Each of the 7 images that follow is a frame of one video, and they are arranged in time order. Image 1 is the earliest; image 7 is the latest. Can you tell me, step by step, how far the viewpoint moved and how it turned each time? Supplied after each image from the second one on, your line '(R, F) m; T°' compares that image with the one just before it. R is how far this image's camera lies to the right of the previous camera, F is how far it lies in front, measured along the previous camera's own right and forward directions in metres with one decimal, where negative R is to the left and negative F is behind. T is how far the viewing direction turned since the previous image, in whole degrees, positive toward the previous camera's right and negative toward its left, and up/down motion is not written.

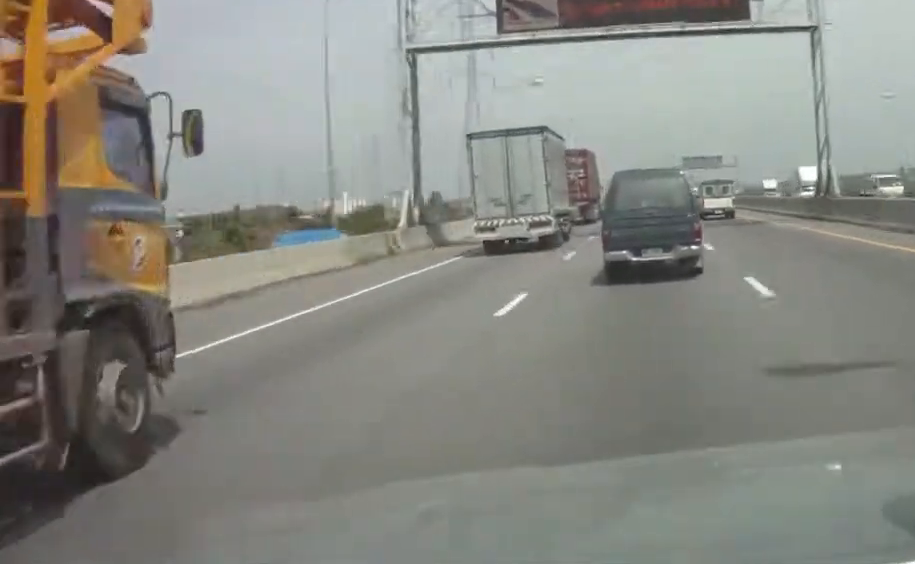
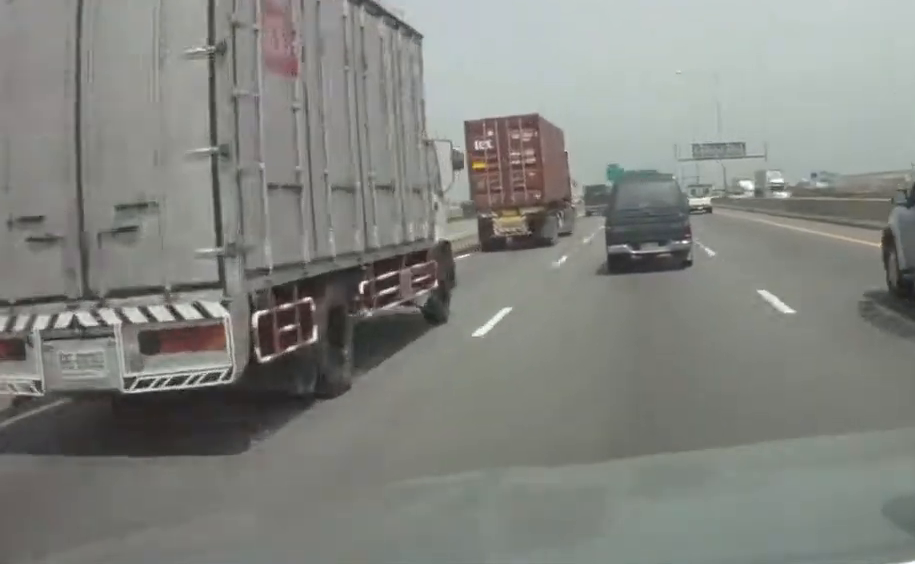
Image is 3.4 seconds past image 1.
(-0.5, +73.8) m; 0°
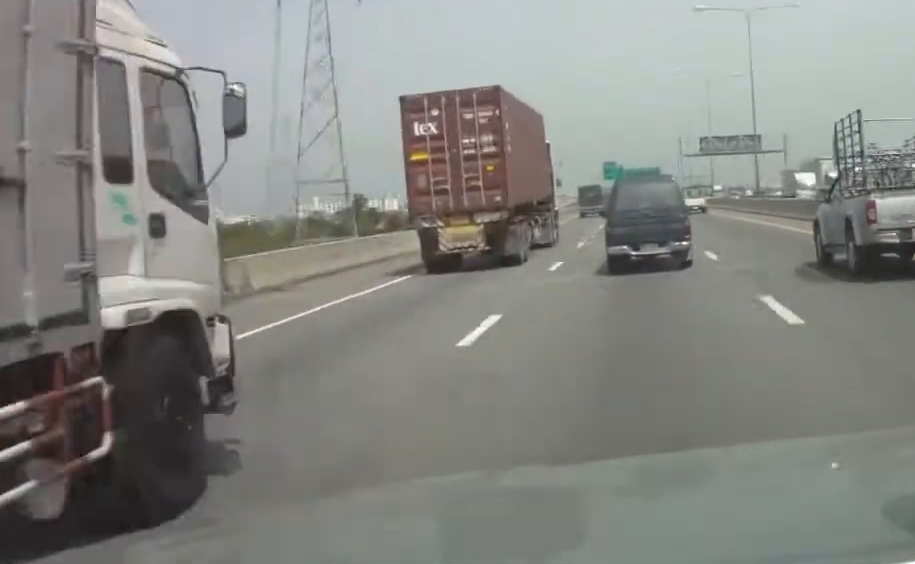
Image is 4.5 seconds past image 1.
(+0.1, +24.4) m; 0°
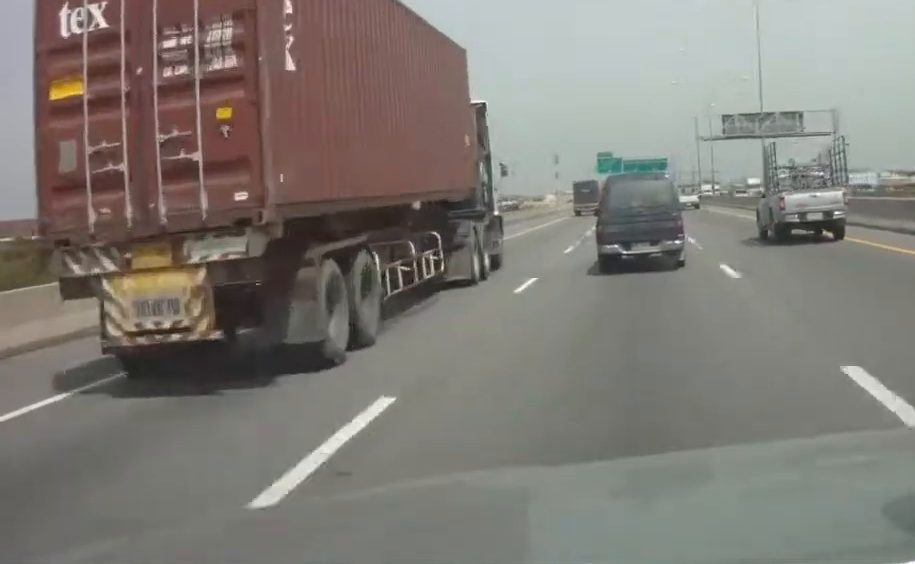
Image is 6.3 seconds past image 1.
(+0.2, +41.6) m; 0°
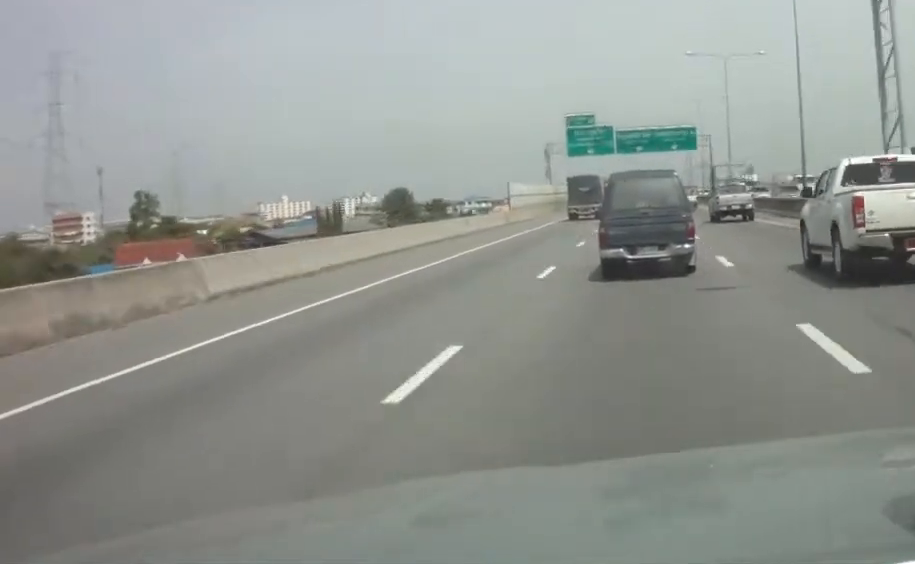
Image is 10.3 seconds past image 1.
(+0.5, +92.5) m; +1°
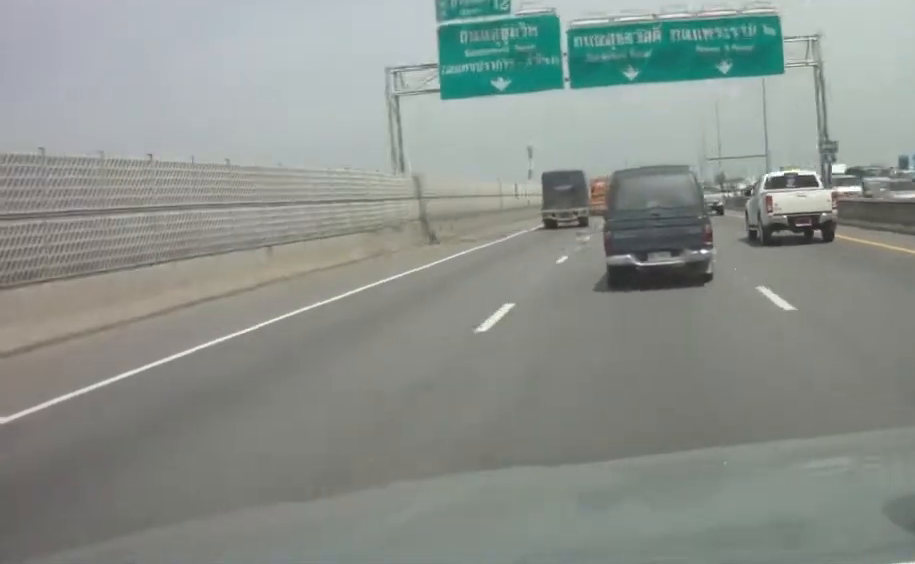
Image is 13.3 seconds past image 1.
(+0.3, +67.7) m; 0°
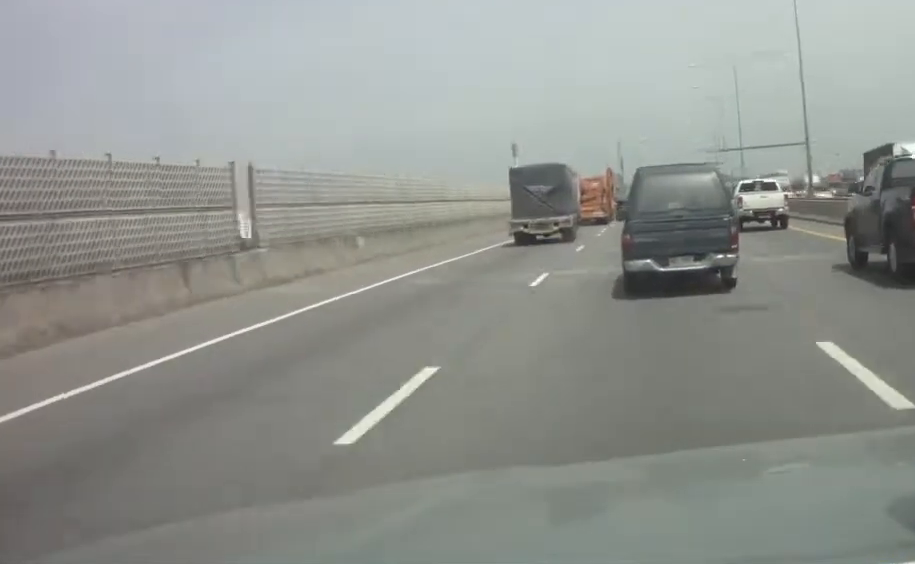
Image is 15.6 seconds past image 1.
(-0.1, +54.1) m; 0°
